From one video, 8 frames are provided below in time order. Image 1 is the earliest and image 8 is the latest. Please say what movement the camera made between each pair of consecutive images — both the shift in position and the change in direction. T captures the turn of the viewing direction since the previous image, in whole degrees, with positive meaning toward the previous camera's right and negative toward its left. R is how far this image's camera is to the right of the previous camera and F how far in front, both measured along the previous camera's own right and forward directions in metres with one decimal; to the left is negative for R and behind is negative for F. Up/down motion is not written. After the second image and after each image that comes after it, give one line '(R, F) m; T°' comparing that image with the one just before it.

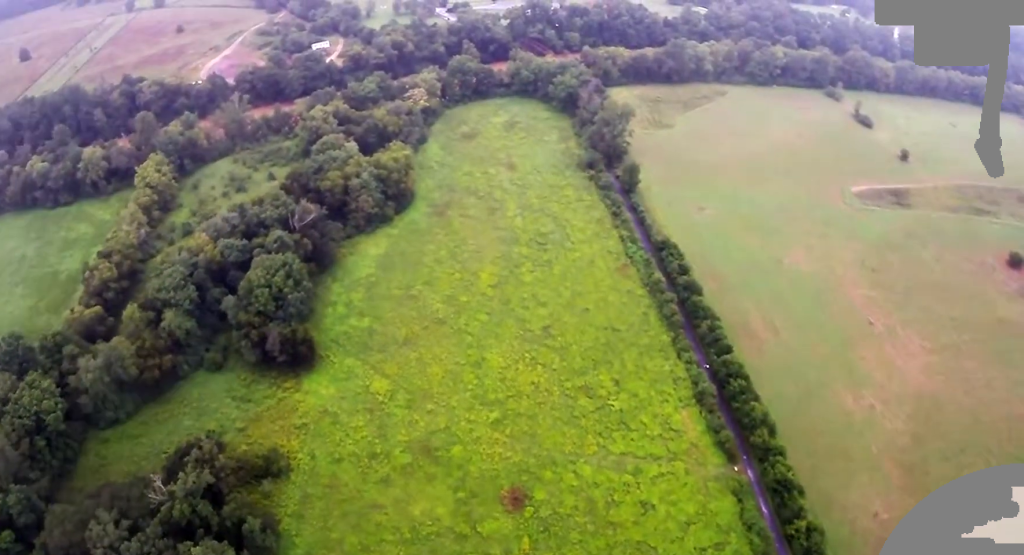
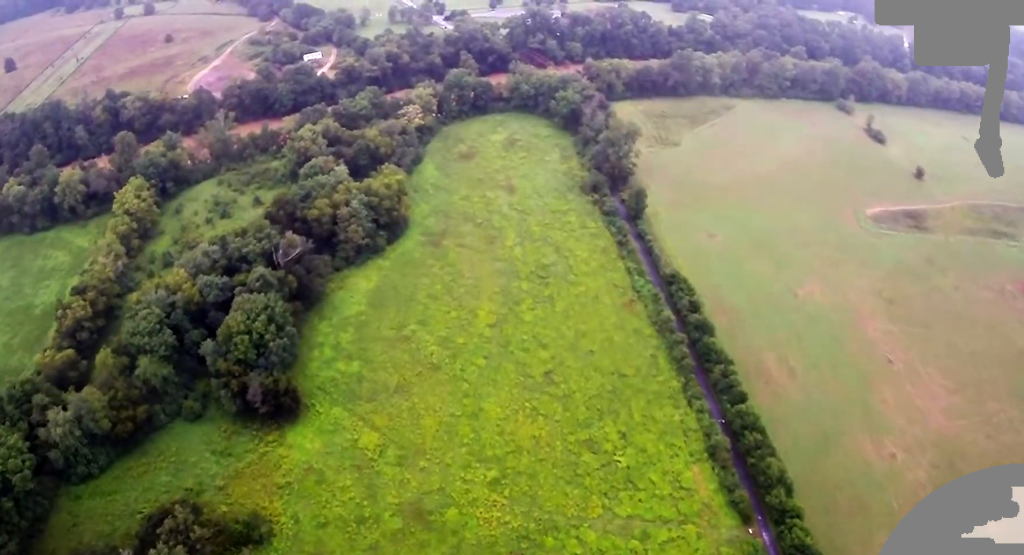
(0.0, +22.6) m; 0°
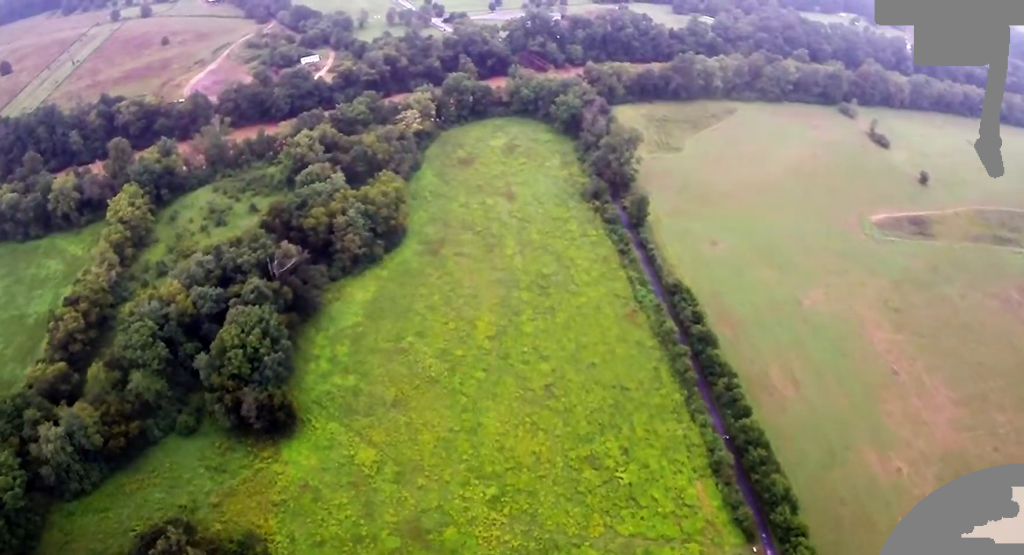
(-0.1, +6.2) m; 0°
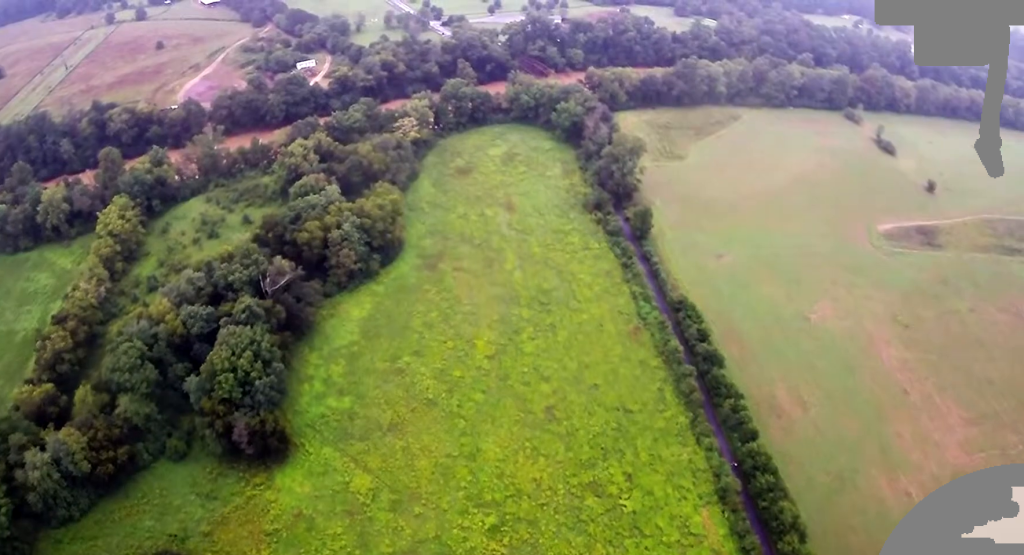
(0.0, +10.0) m; 0°
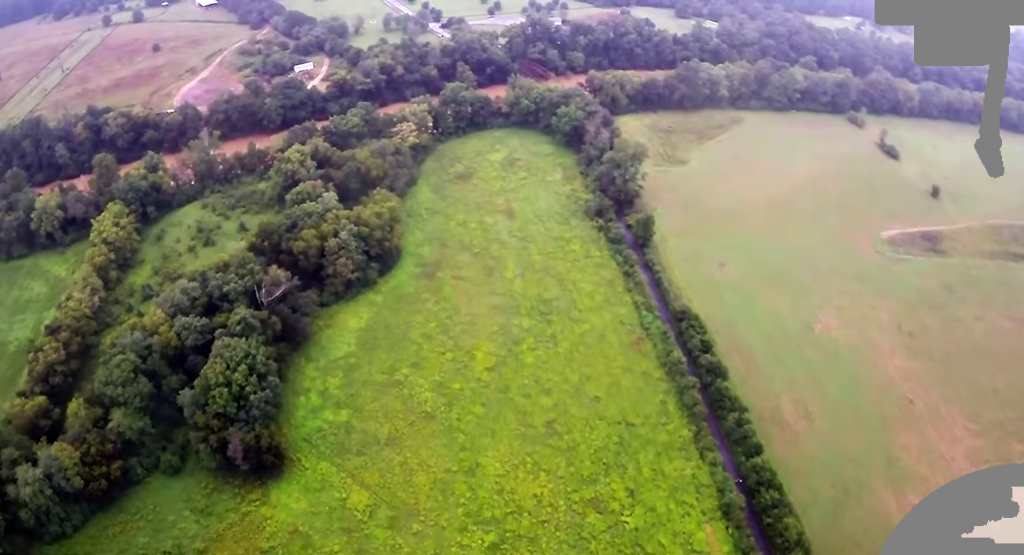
(0.0, +5.7) m; 0°
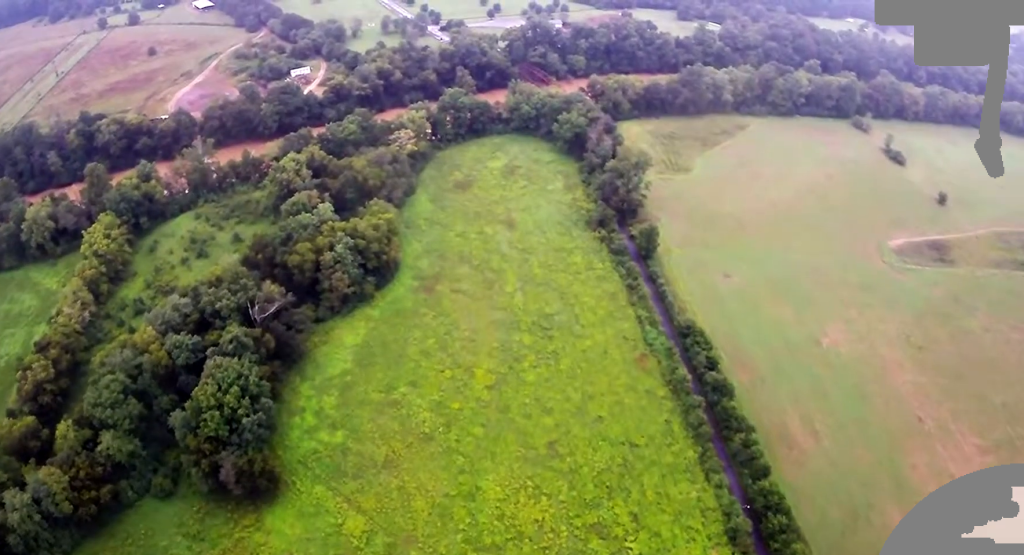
(0.0, +8.8) m; 0°
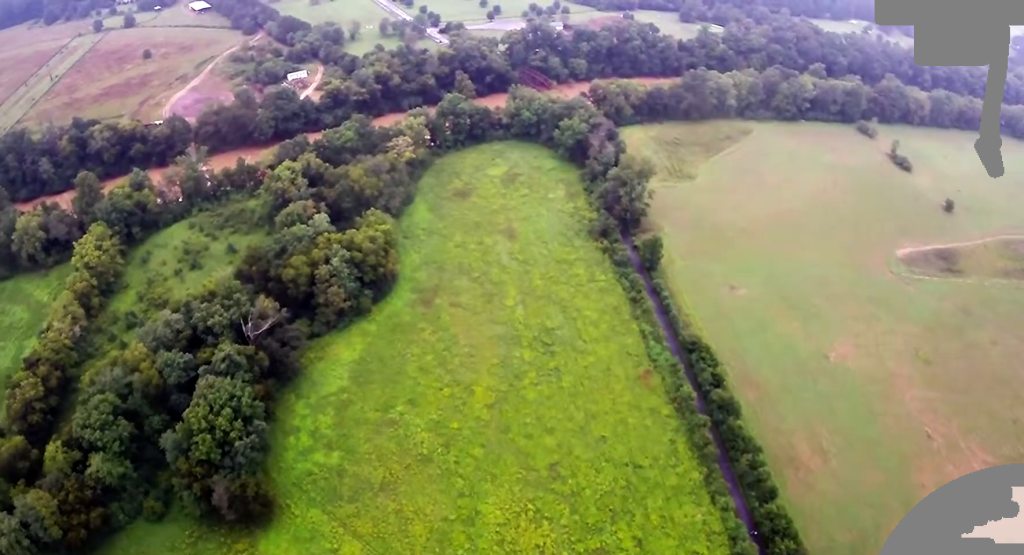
(0.0, +8.4) m; 0°
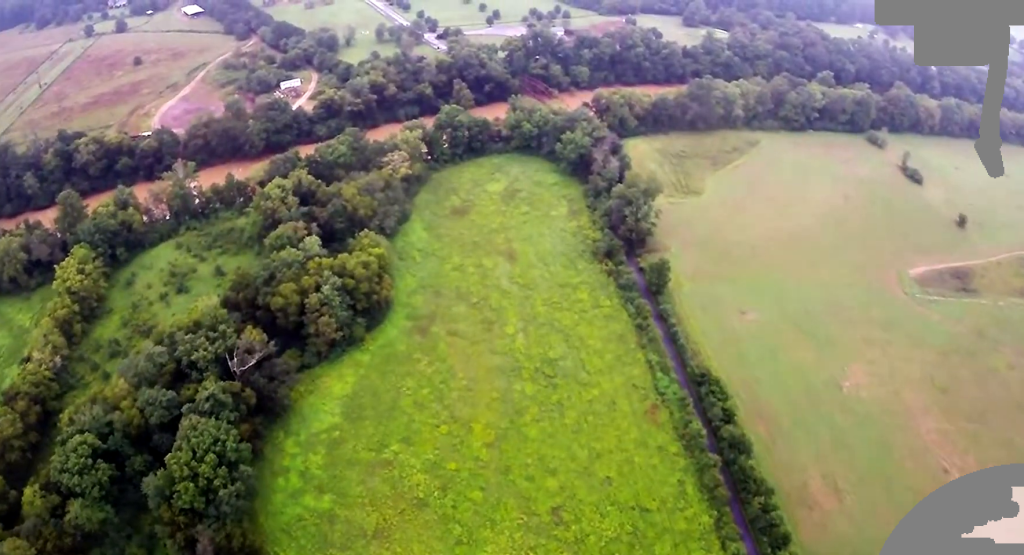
(0.0, +16.2) m; 0°
